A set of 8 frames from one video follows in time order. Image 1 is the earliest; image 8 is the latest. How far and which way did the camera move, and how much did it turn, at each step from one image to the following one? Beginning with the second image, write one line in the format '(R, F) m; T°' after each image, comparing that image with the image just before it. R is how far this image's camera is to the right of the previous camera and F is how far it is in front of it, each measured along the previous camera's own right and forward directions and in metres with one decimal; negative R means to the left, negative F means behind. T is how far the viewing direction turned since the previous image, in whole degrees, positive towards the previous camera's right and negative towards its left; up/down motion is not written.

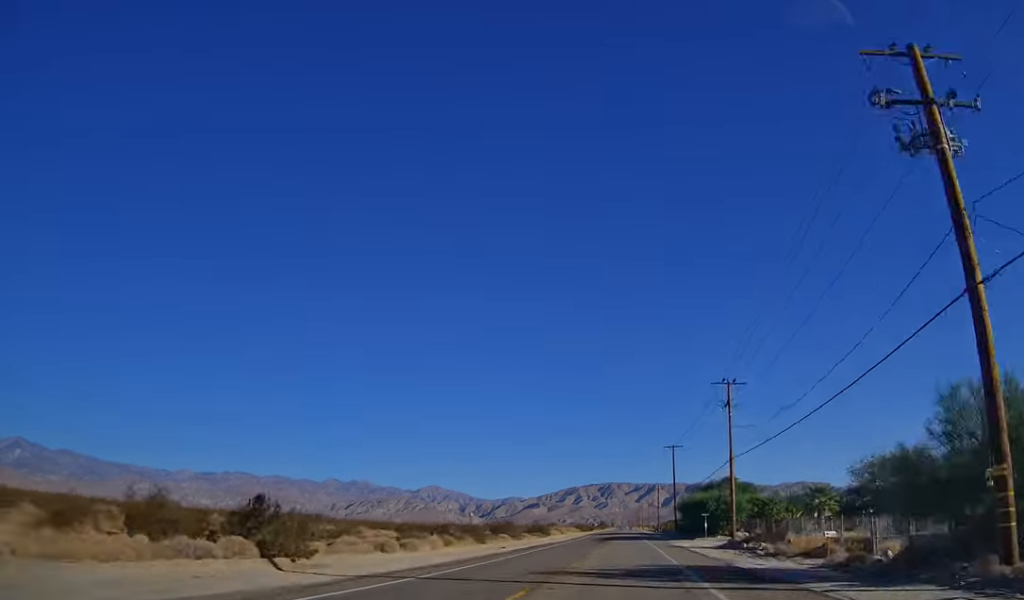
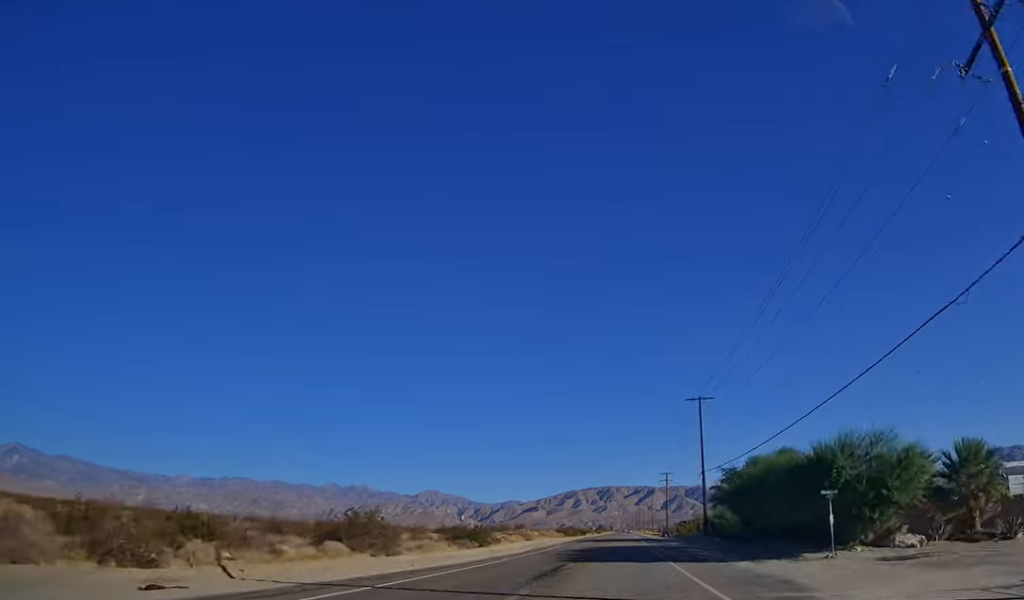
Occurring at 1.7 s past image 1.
(-0.4, +43.3) m; 0°
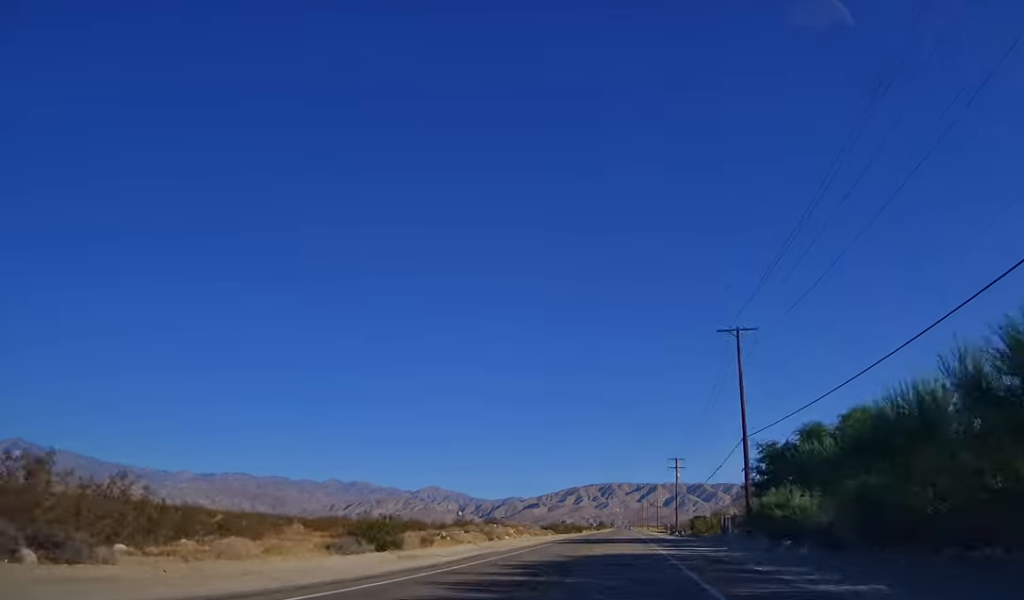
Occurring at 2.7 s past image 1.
(+0.4, +23.3) m; 0°
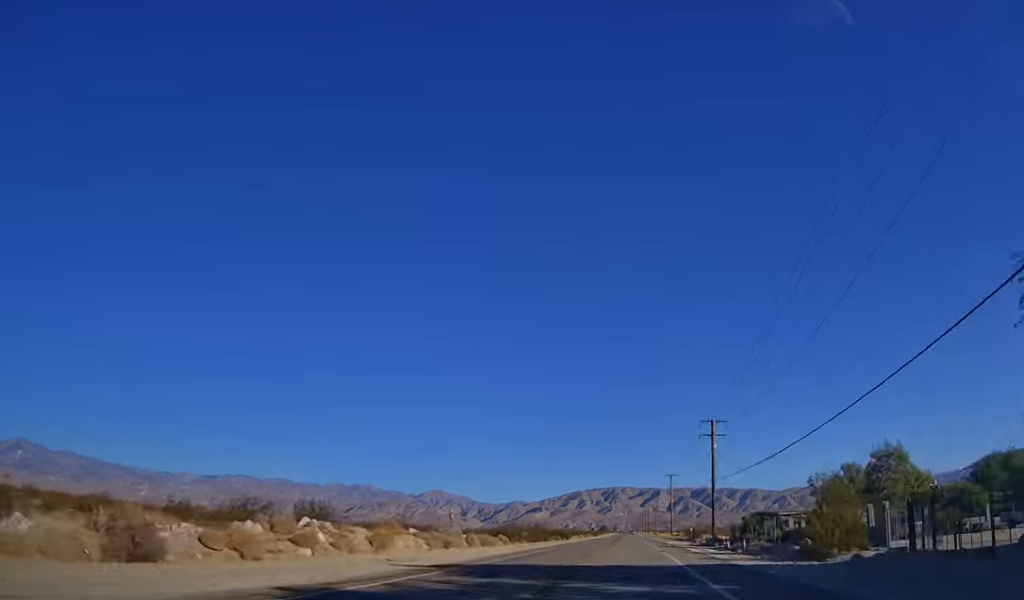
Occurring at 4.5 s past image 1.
(-0.3, +46.4) m; -1°
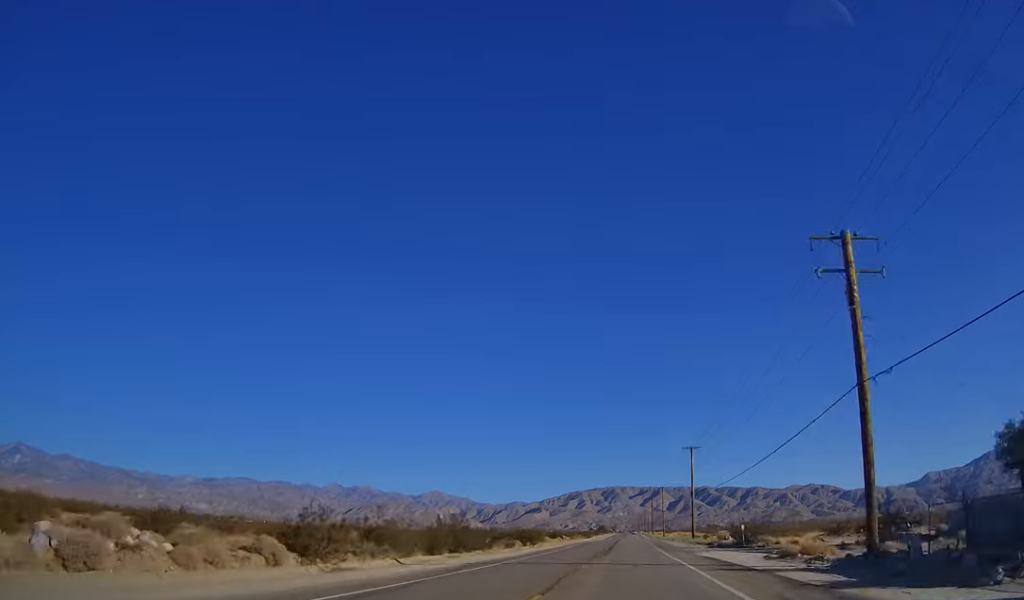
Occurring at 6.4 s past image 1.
(-0.3, +46.5) m; 0°
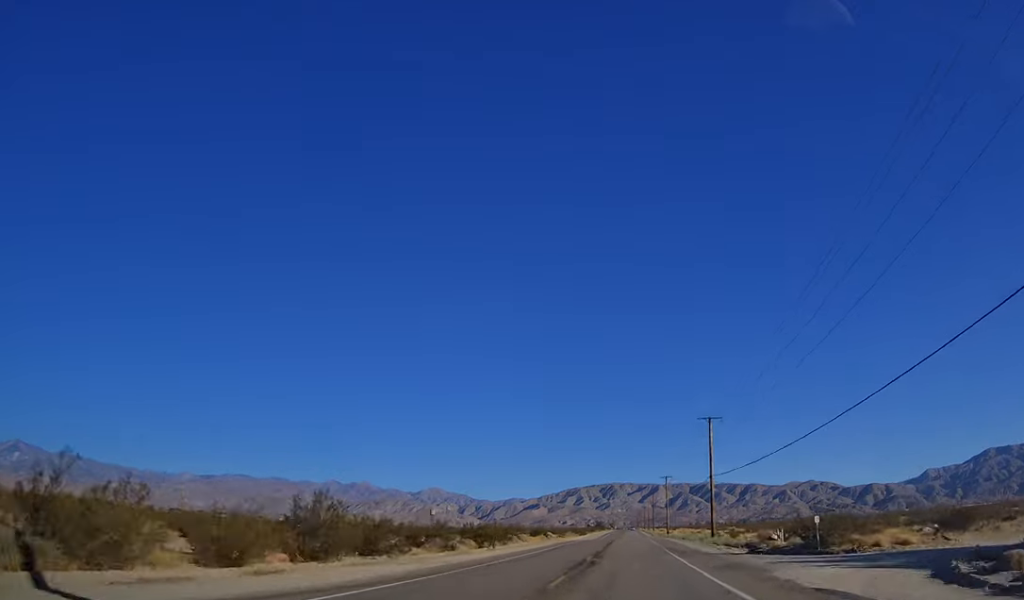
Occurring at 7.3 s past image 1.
(-0.2, +23.2) m; 0°
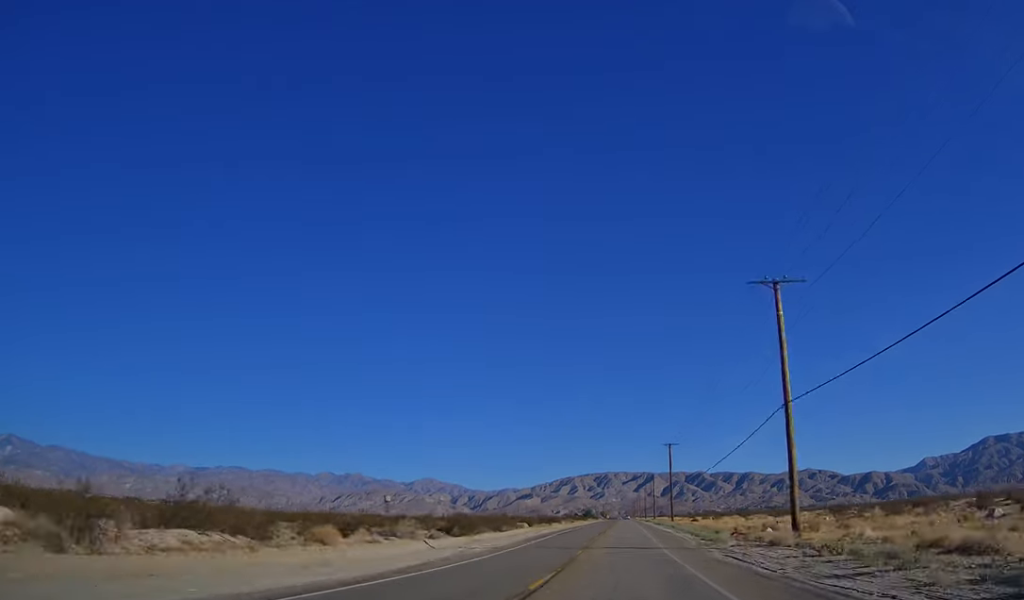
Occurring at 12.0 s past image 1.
(-0.5, +116.6) m; -1°
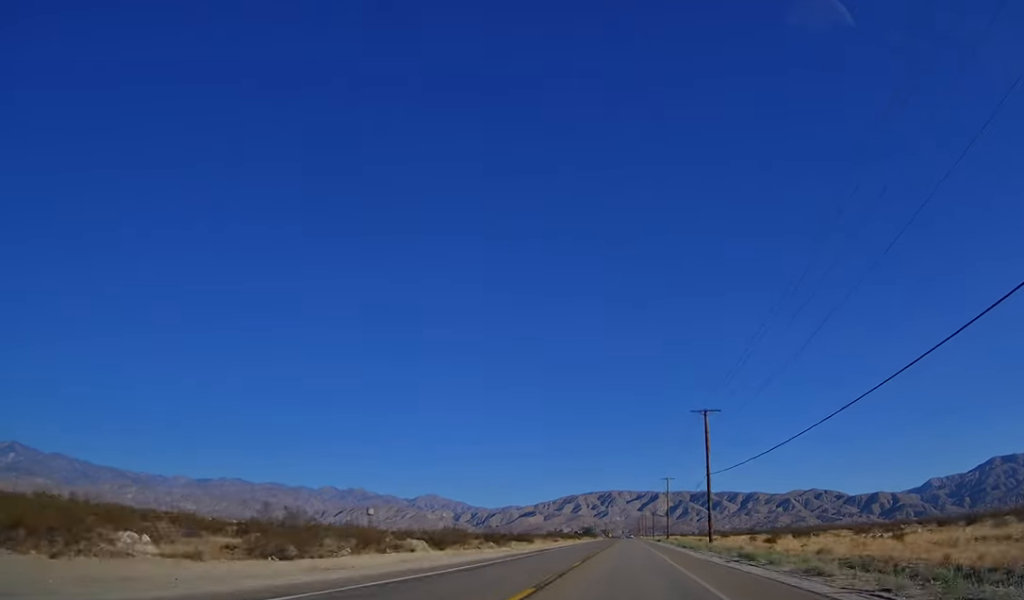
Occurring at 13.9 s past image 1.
(+0.1, +46.6) m; 0°
